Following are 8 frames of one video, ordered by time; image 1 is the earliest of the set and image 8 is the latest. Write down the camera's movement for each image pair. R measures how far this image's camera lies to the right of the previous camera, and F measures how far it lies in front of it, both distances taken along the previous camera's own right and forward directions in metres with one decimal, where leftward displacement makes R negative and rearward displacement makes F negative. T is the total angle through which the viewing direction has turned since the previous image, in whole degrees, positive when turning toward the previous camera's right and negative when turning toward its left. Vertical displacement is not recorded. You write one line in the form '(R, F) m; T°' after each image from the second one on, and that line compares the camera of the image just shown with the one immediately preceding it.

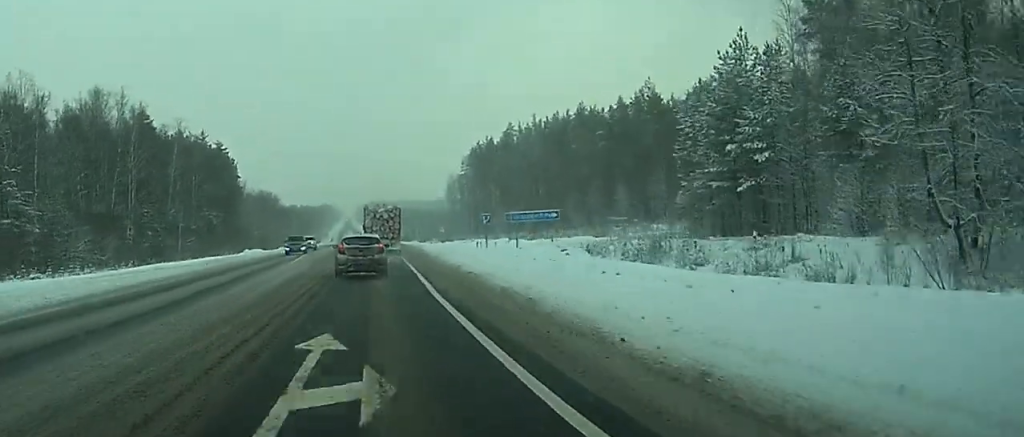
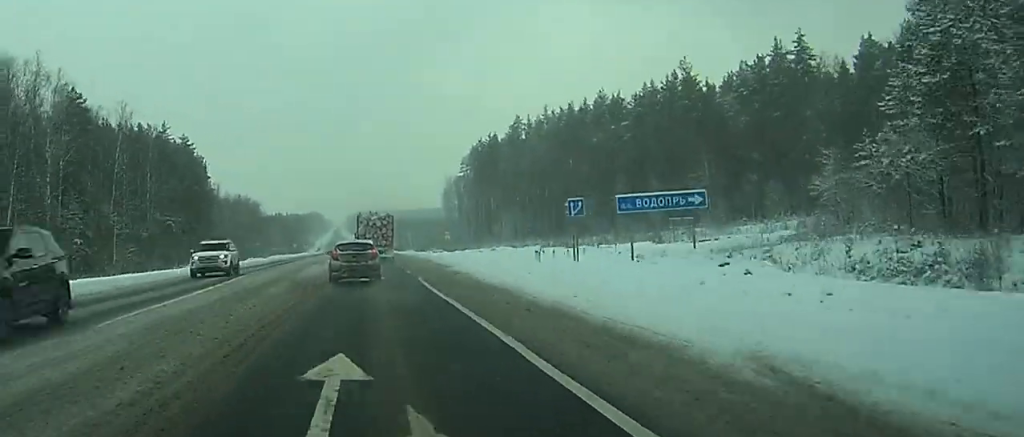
(+0.3, +32.3) m; +1°
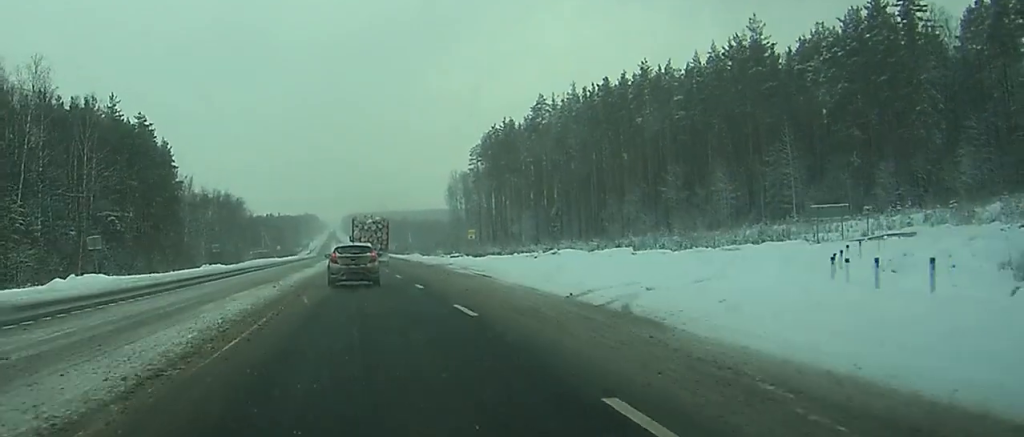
(+0.2, +36.9) m; 0°
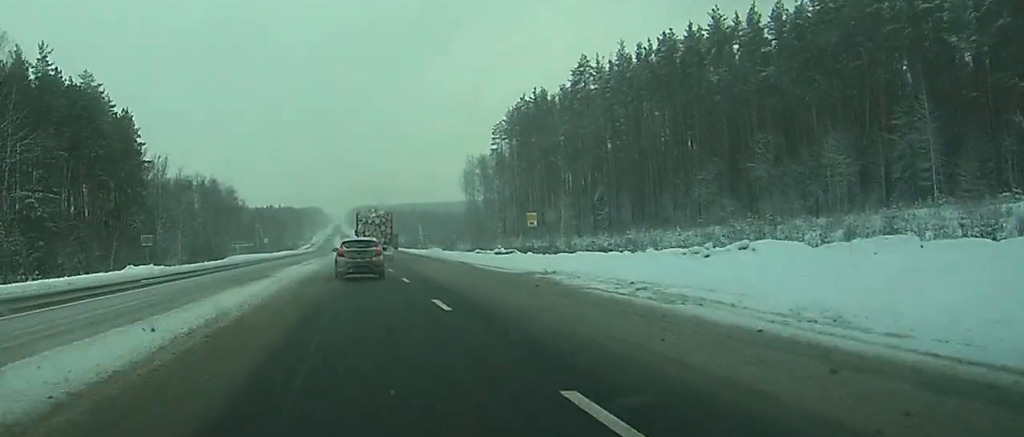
(0.0, +36.4) m; 0°
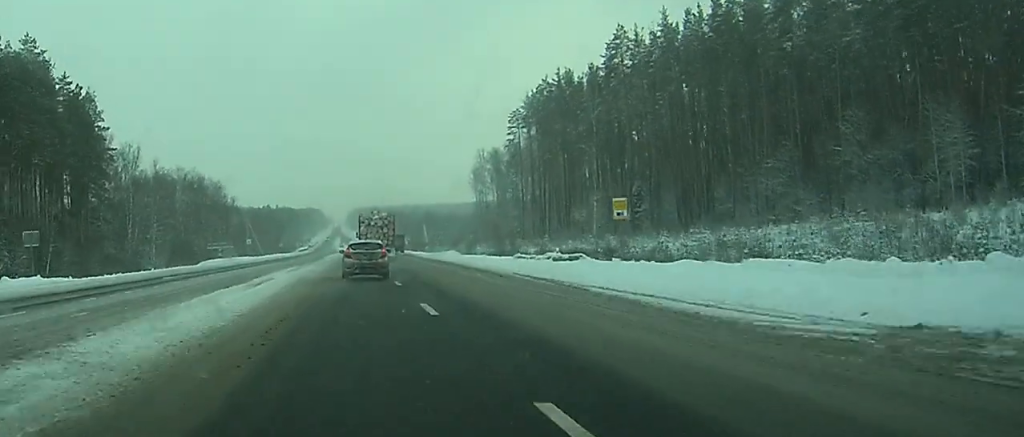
(0.0, +24.9) m; 0°
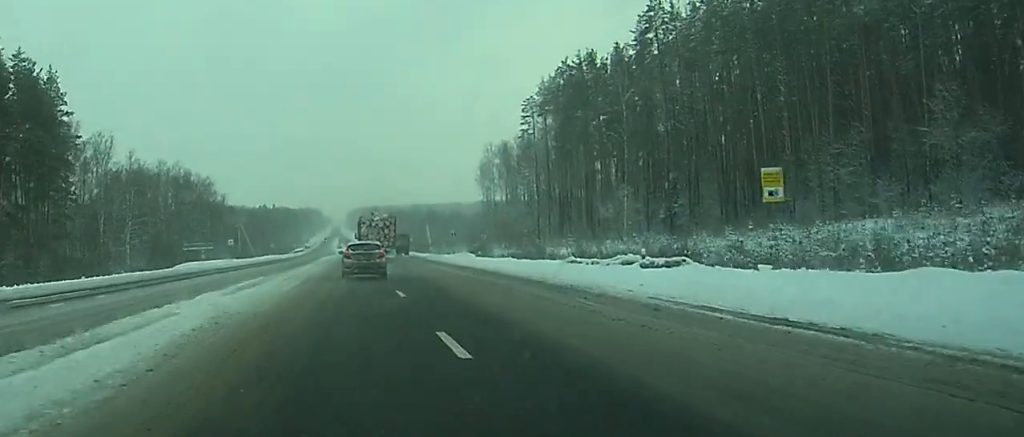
(0.0, +18.3) m; 0°
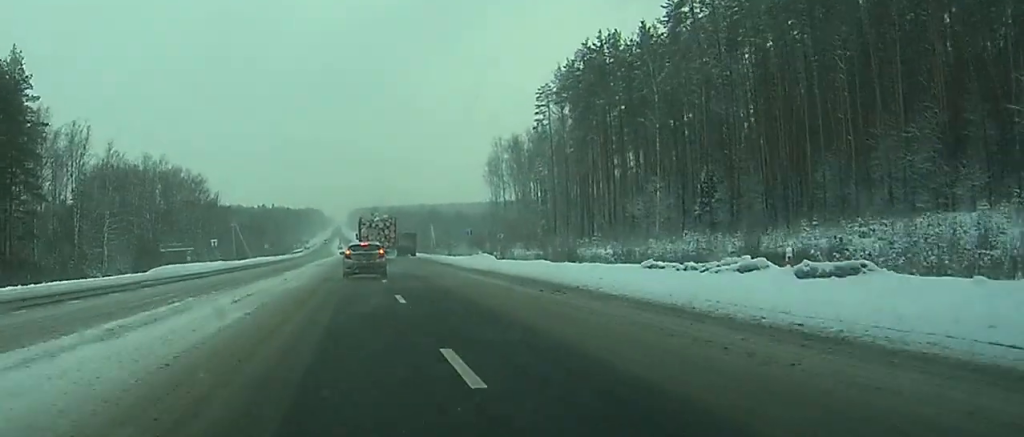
(0.0, +14.1) m; 0°
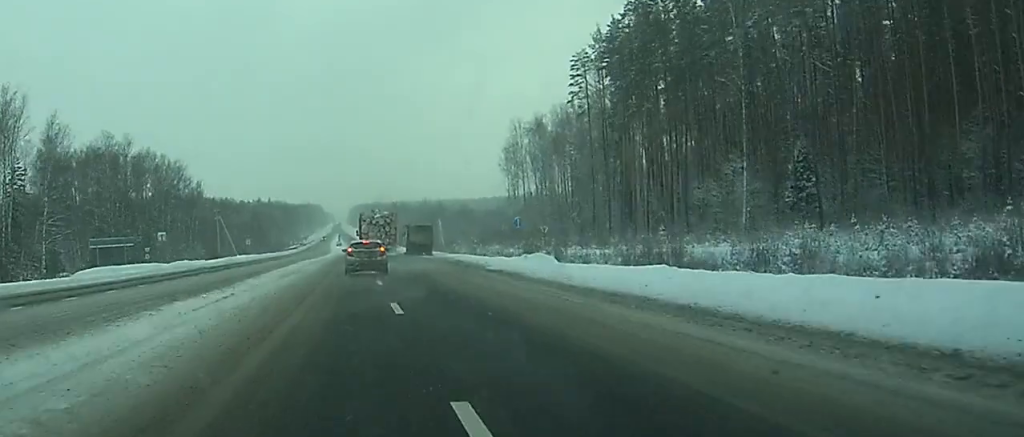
(0.0, +27.3) m; 0°
